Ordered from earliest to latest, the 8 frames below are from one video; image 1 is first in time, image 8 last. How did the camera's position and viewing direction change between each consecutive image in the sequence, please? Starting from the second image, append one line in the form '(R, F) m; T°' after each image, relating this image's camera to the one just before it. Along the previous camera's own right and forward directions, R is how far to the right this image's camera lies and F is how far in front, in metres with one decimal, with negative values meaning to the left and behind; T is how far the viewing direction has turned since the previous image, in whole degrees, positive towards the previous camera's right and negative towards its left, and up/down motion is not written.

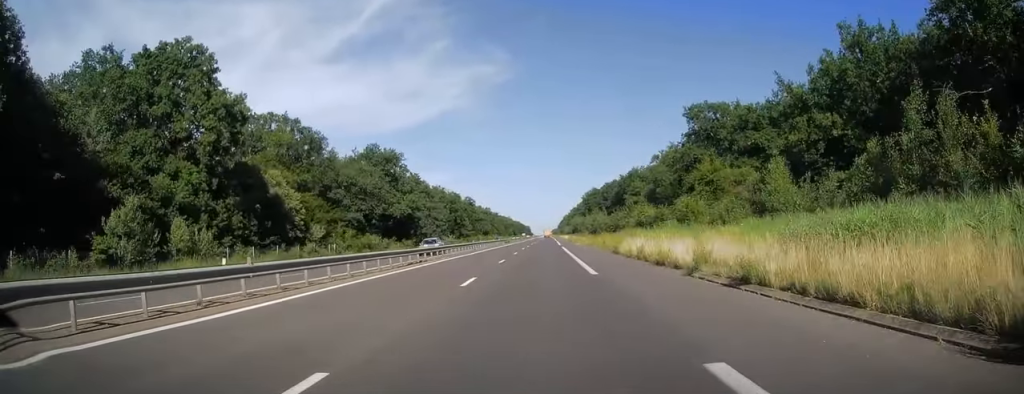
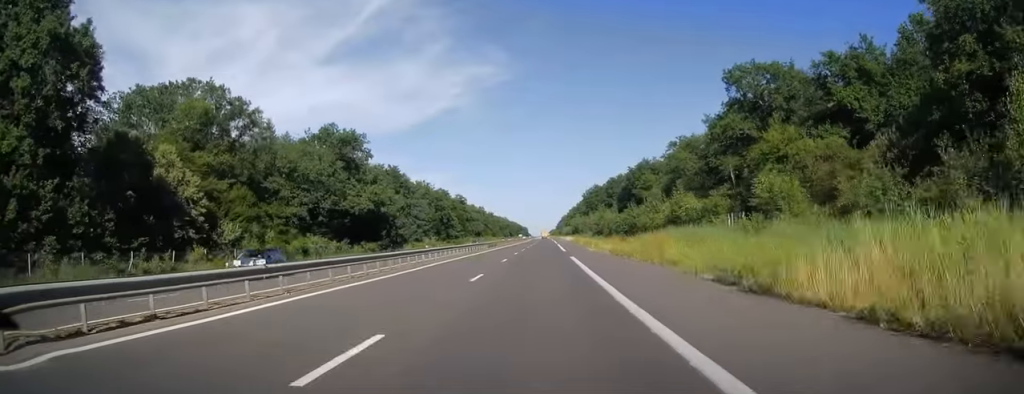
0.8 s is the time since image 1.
(0.0, +23.6) m; 0°
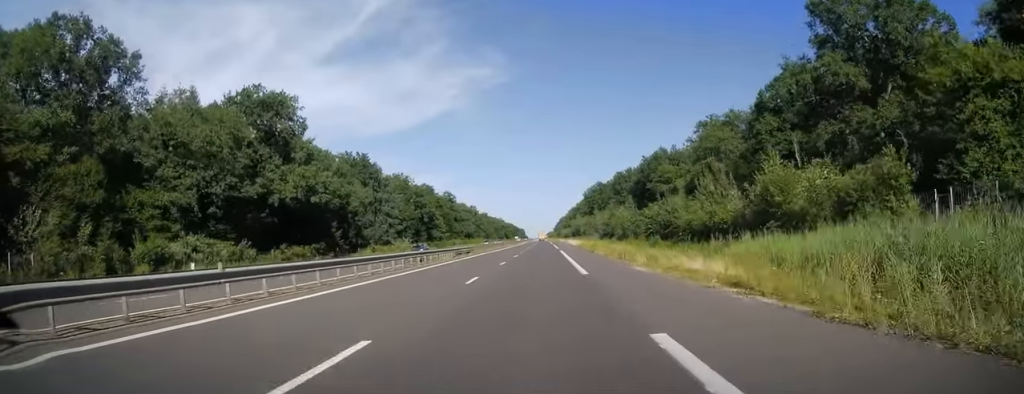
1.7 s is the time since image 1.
(0.0, +26.6) m; 0°
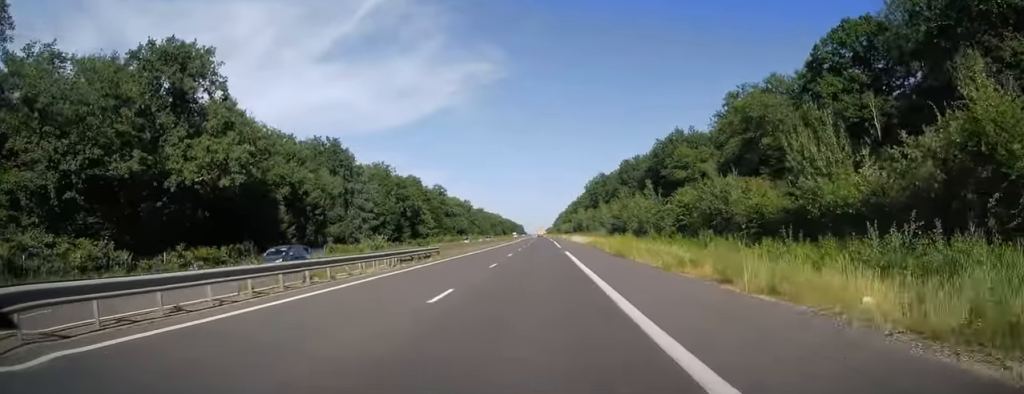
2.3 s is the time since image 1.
(-0.1, +18.7) m; +1°
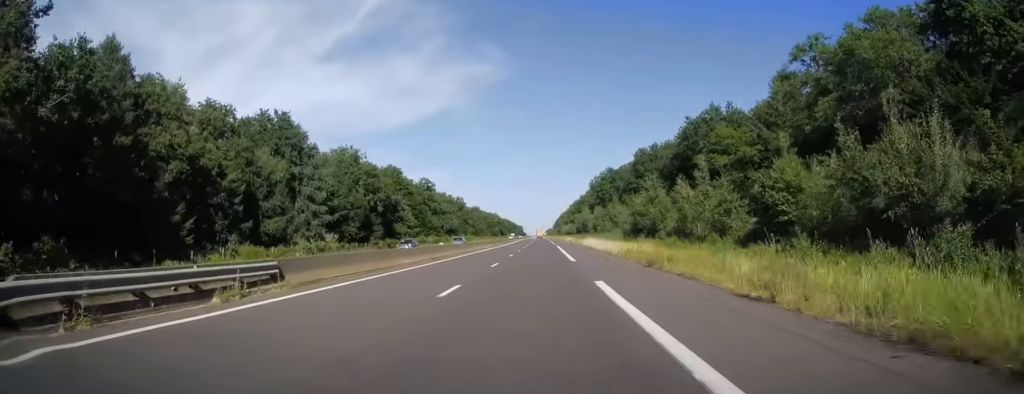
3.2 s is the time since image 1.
(+0.3, +25.1) m; 0°
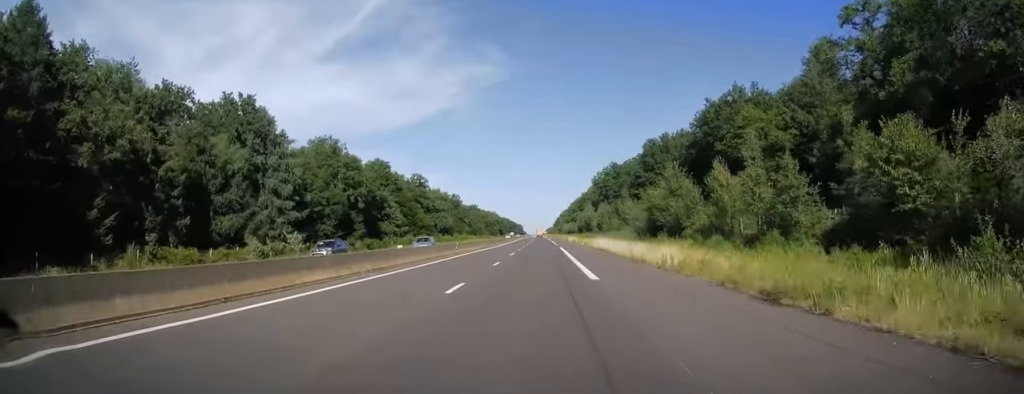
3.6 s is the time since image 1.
(0.0, +12.3) m; 0°
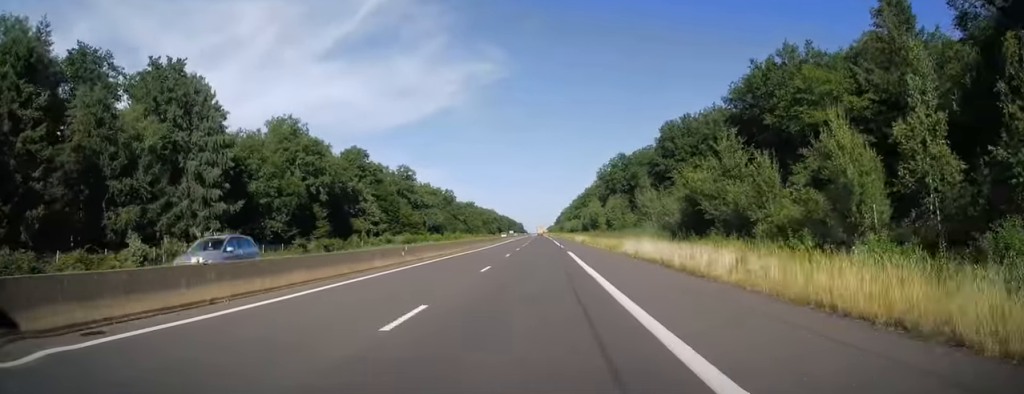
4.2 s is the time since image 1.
(-0.2, +18.7) m; -1°
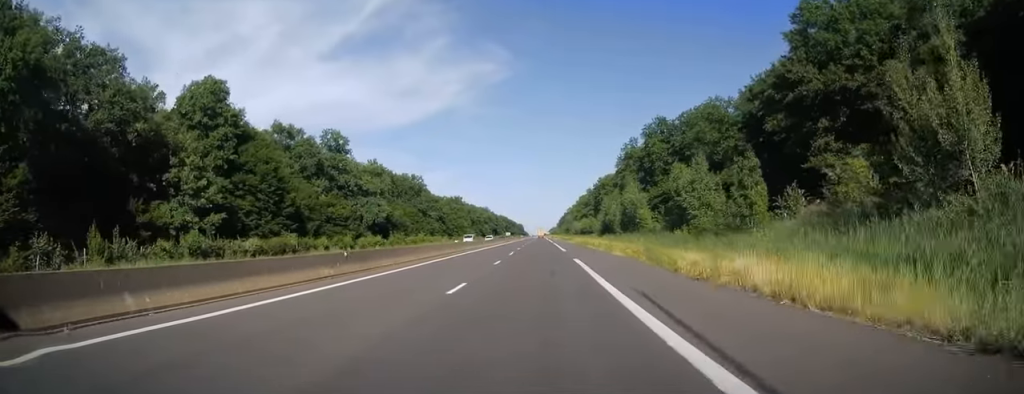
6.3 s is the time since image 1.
(+0.7, +59.9) m; +1°
